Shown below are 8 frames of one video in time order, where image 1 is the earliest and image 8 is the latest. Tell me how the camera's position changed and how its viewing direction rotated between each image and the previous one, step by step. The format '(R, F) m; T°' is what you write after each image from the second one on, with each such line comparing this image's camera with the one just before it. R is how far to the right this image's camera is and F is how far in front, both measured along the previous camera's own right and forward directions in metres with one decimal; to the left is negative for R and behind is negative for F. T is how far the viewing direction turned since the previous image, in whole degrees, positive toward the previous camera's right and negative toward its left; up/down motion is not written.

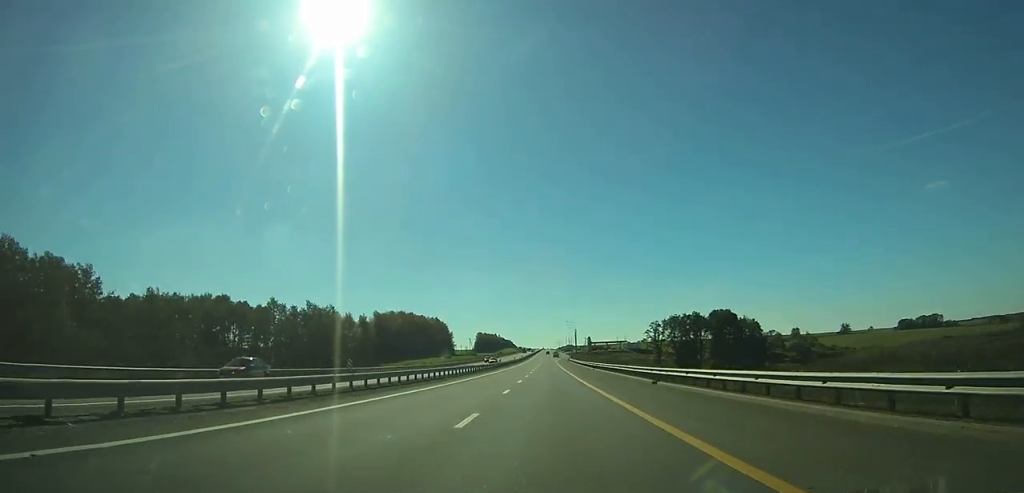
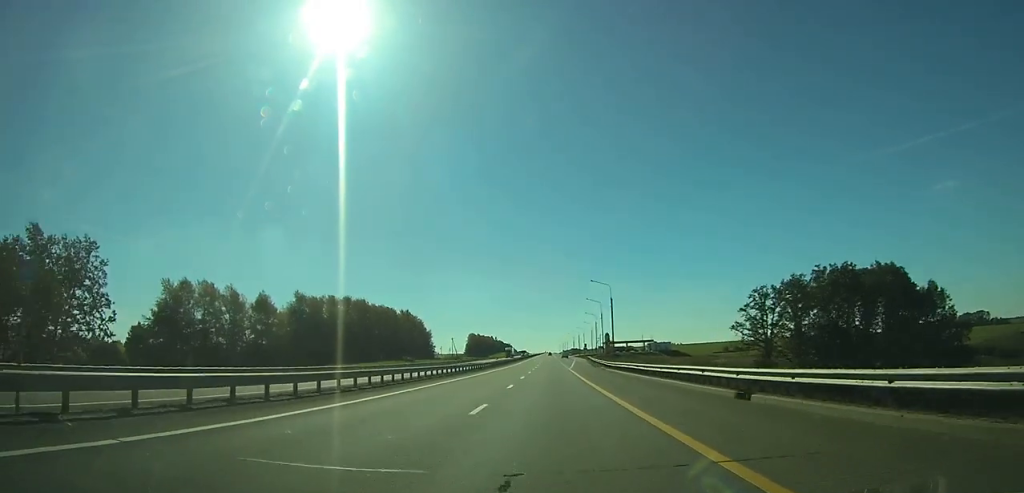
(-0.1, +93.4) m; 0°
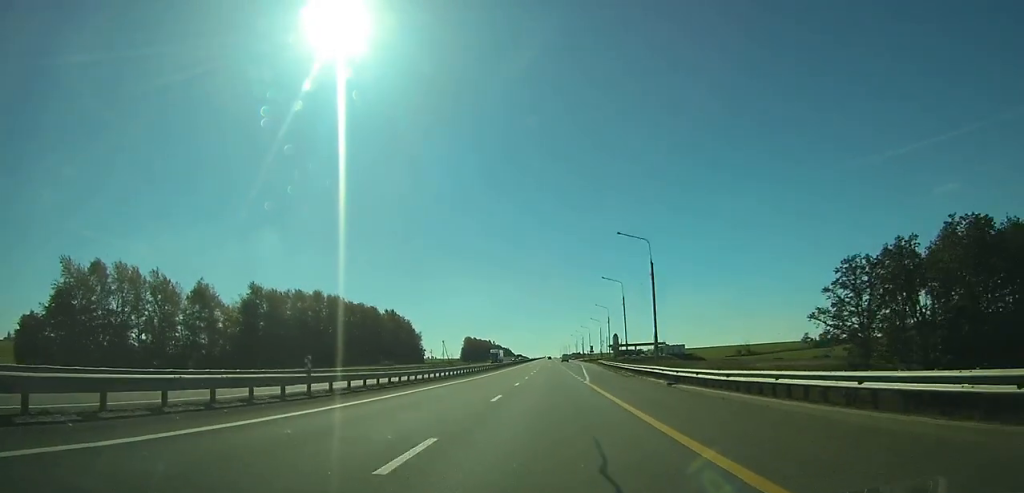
(0.0, +31.3) m; 0°
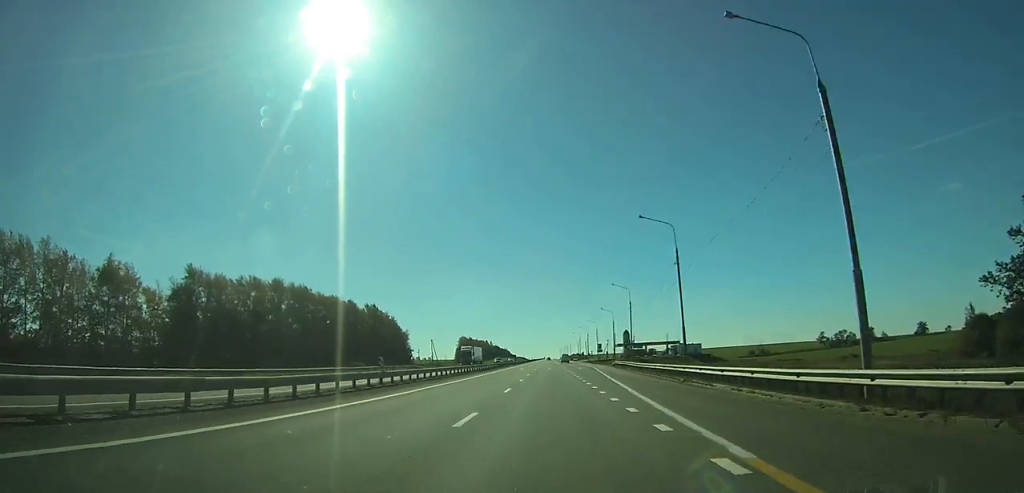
(0.0, +31.3) m; 0°
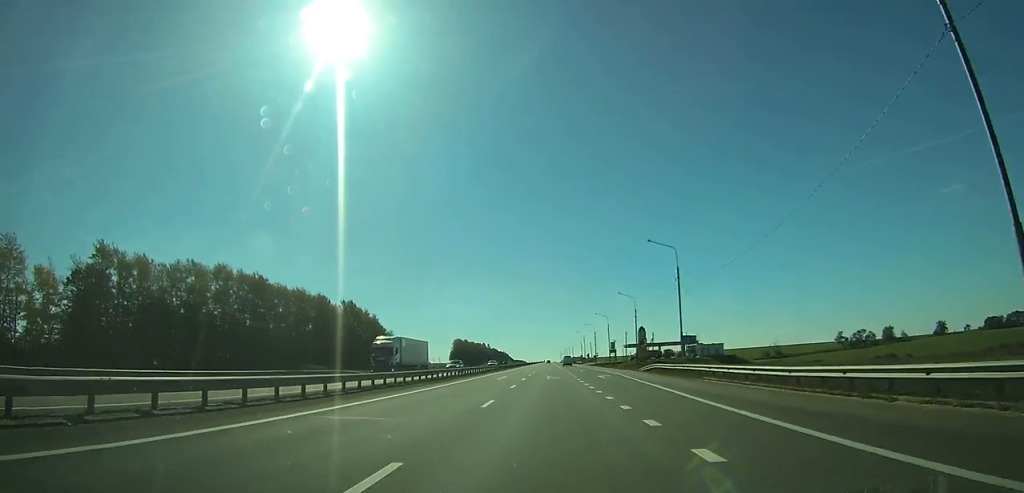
(-0.1, +31.4) m; 0°
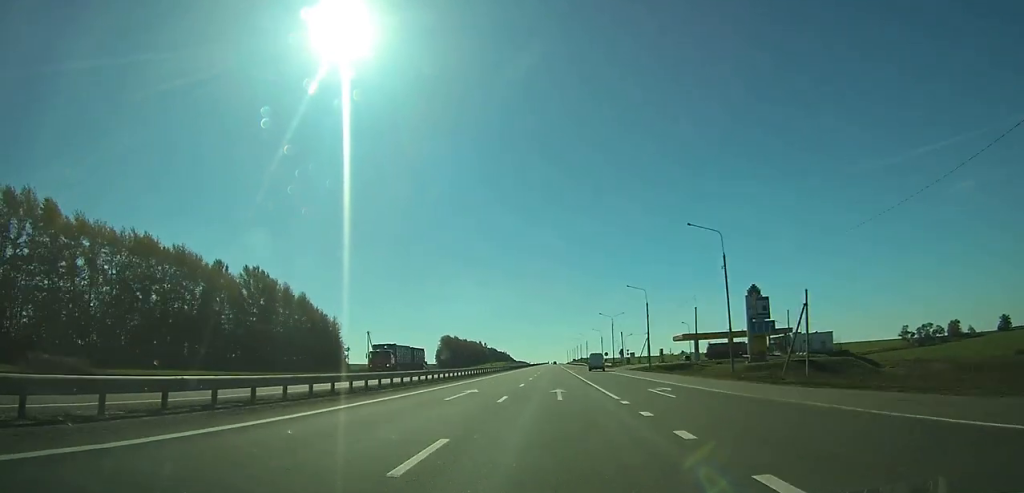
(+0.1, +82.3) m; 0°
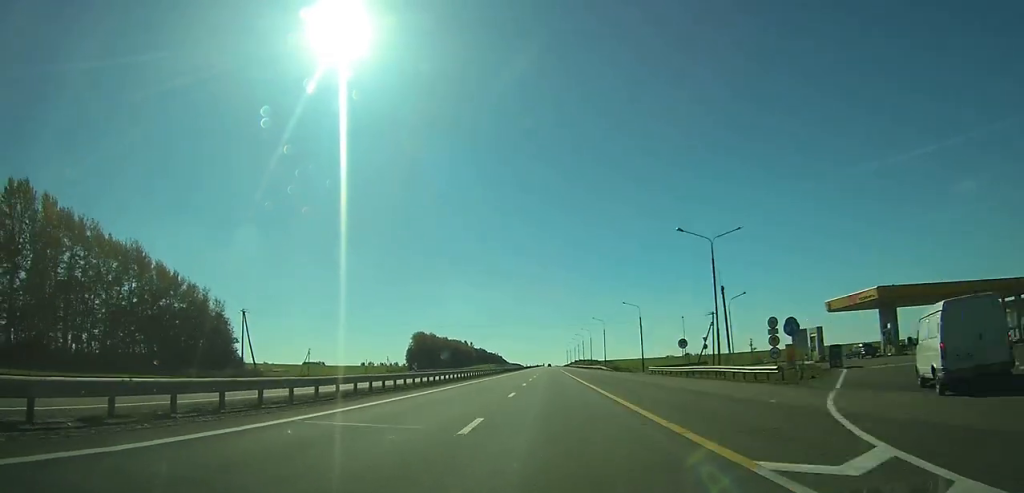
(-0.2, +80.4) m; 0°
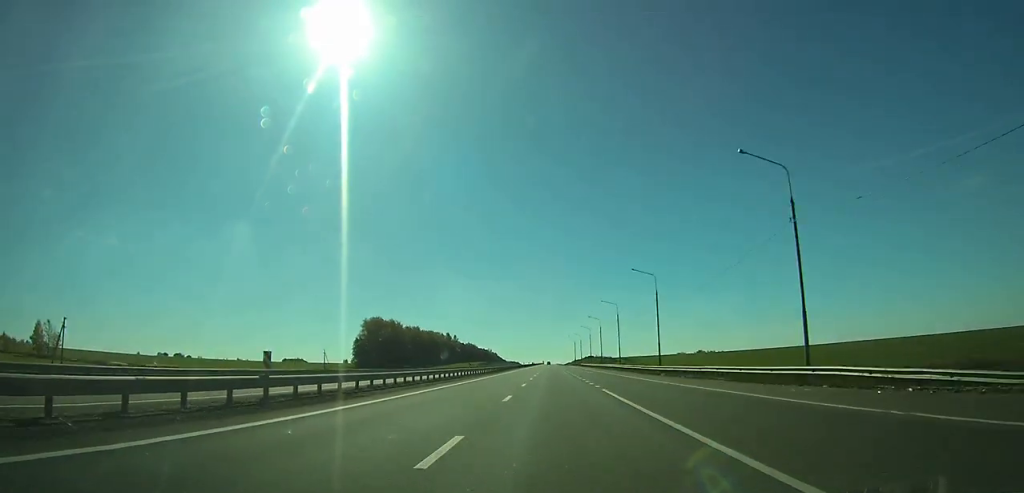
(0.0, +100.2) m; 0°
